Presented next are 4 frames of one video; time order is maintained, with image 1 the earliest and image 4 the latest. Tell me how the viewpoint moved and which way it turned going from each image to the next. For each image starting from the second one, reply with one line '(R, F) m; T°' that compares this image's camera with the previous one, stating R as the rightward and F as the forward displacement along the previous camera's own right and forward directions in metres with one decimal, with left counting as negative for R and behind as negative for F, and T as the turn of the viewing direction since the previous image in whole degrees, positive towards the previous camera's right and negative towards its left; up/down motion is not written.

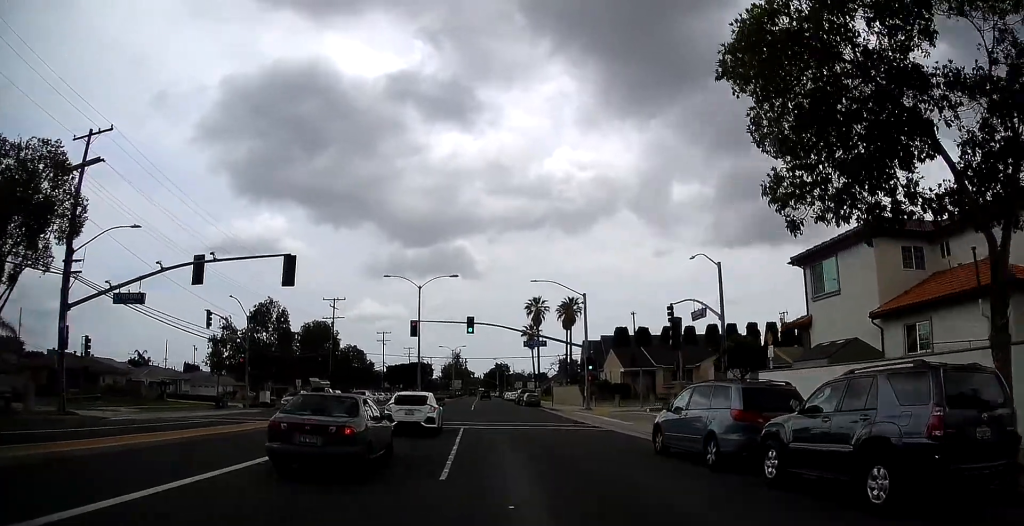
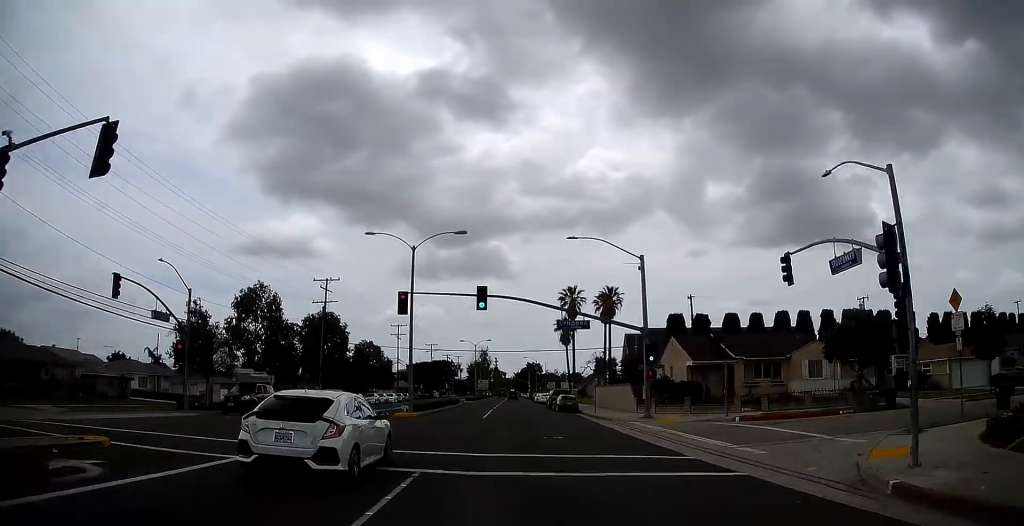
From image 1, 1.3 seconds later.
(+0.2, +12.7) m; -1°
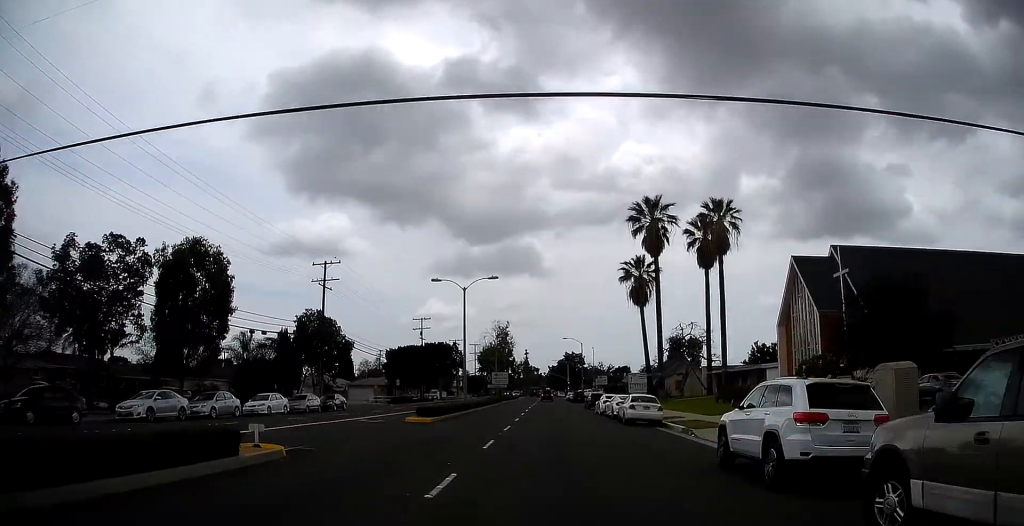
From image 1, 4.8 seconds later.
(-2.1, +48.3) m; -7°
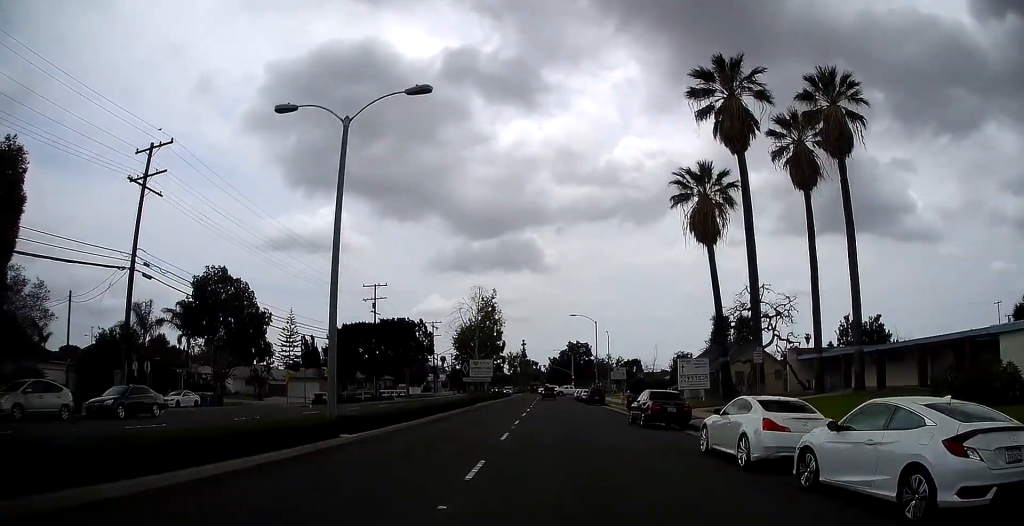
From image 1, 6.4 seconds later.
(+0.3, +27.3) m; +3°
